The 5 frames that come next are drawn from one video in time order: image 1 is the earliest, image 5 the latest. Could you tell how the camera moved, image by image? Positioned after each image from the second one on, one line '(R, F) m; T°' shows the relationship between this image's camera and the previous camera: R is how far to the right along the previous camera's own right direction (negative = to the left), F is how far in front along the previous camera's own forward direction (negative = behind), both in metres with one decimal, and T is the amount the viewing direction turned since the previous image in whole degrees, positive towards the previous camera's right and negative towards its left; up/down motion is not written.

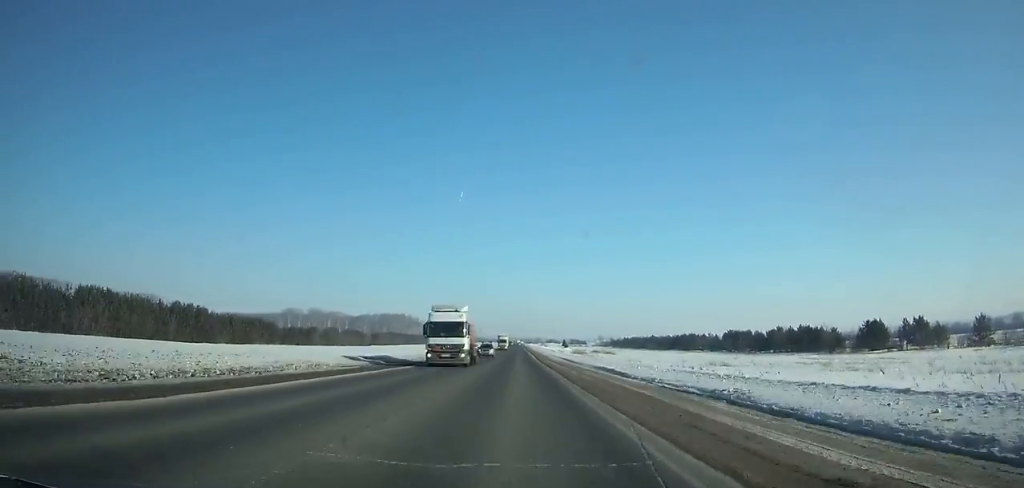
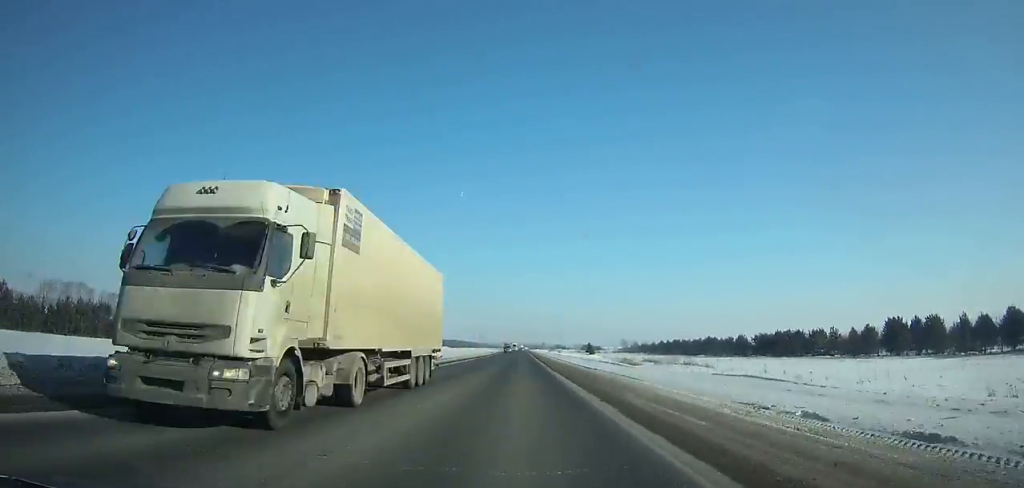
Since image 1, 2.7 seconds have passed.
(-0.2, +87.3) m; 0°
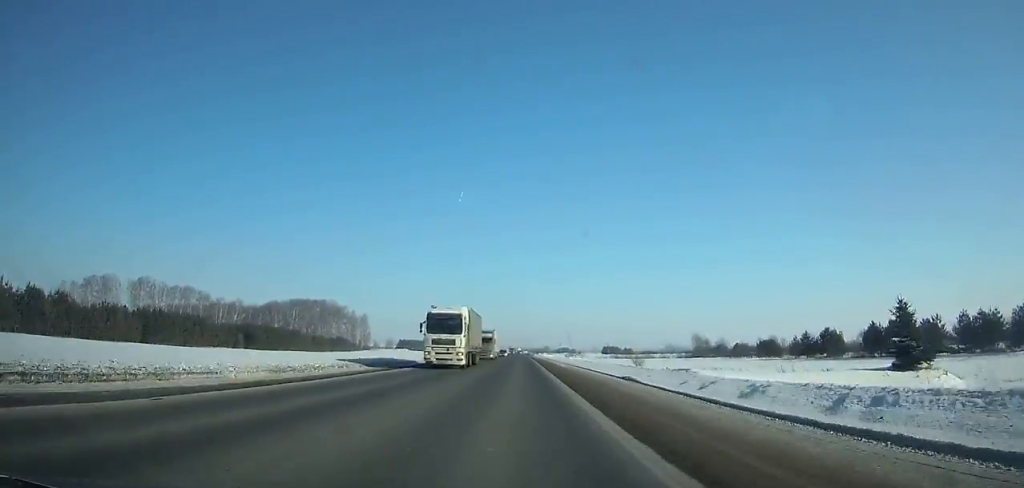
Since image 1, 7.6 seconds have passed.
(0.0, +158.3) m; 0°
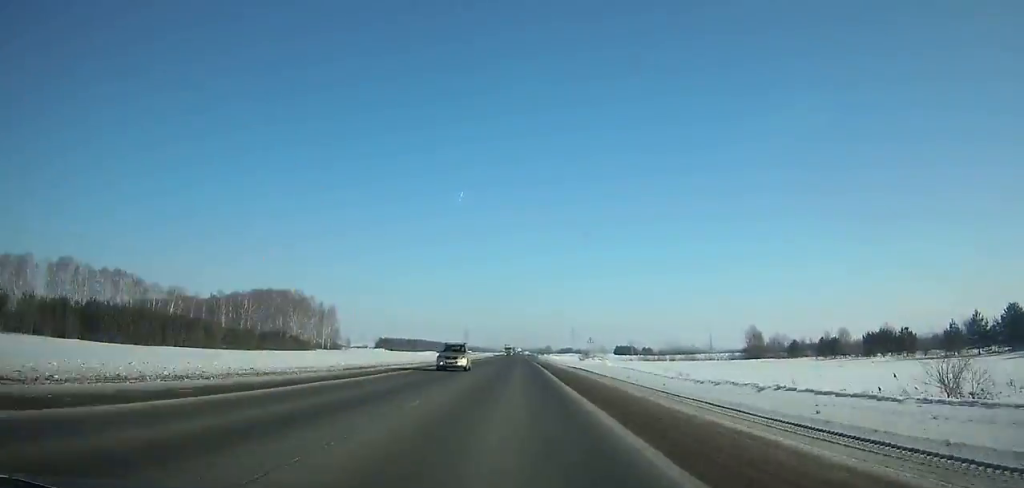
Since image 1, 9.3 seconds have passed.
(-0.1, +54.7) m; 0°
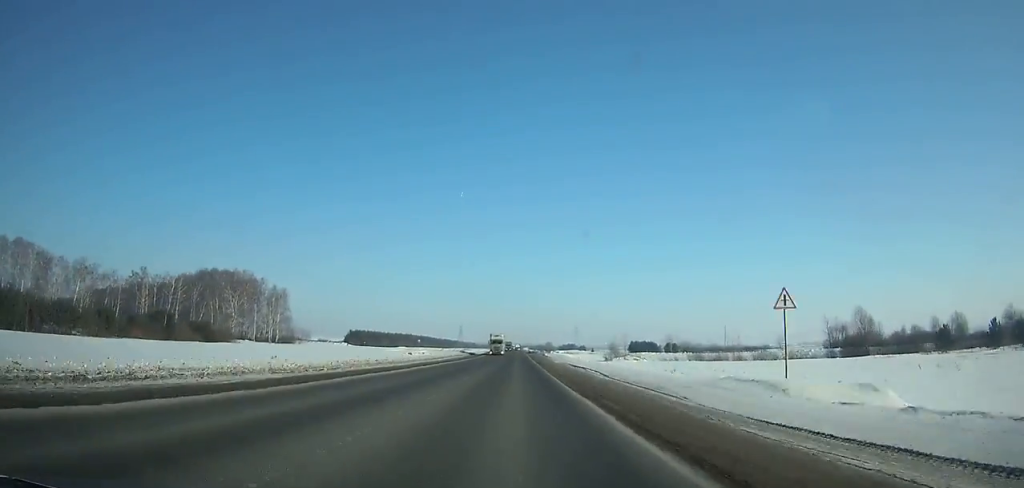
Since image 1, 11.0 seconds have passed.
(0.0, +54.3) m; 0°
